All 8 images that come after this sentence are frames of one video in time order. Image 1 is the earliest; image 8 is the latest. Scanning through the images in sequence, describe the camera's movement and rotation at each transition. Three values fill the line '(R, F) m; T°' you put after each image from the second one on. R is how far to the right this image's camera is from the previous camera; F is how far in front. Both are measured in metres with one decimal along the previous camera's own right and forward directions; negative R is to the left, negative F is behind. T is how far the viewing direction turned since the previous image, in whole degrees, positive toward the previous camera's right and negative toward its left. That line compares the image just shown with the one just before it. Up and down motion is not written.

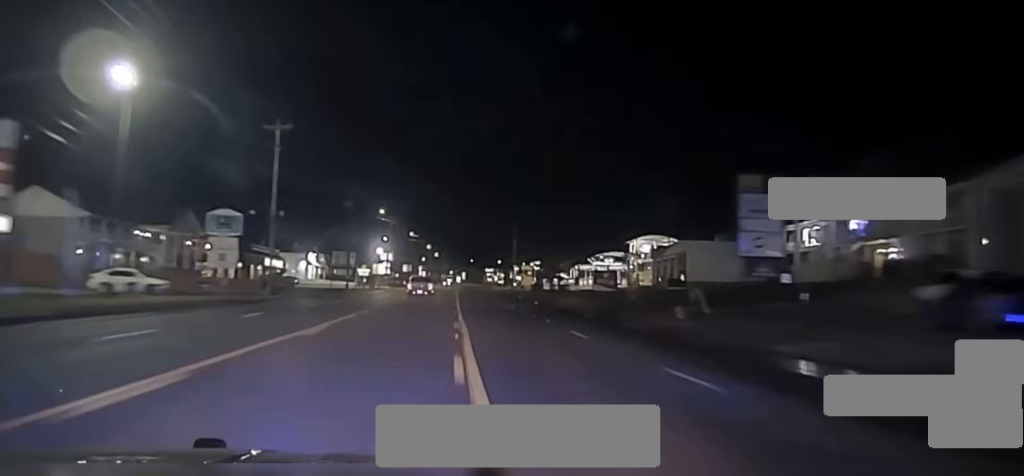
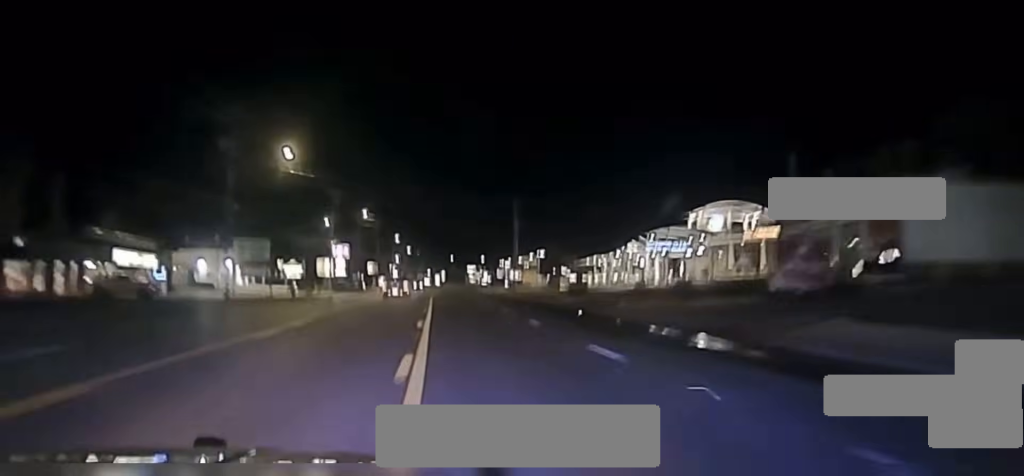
(+0.6, +51.8) m; +1°
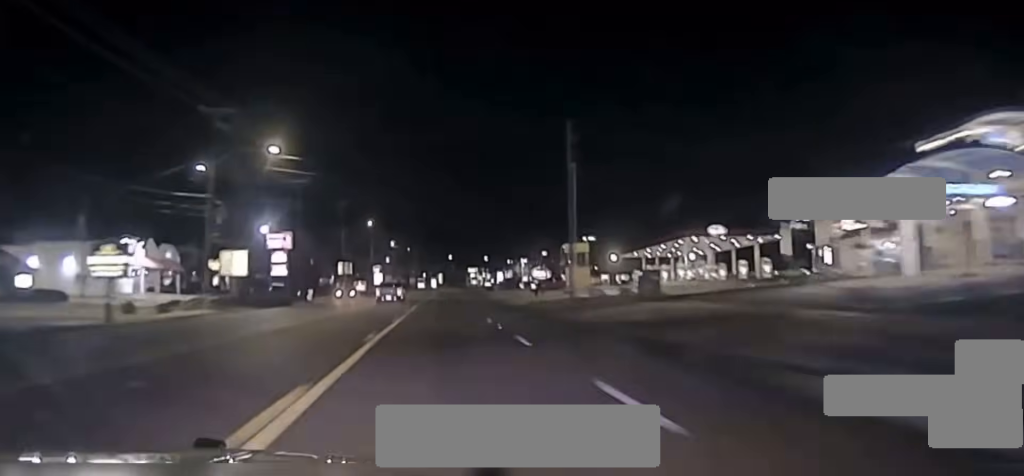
(+0.1, +56.1) m; 0°
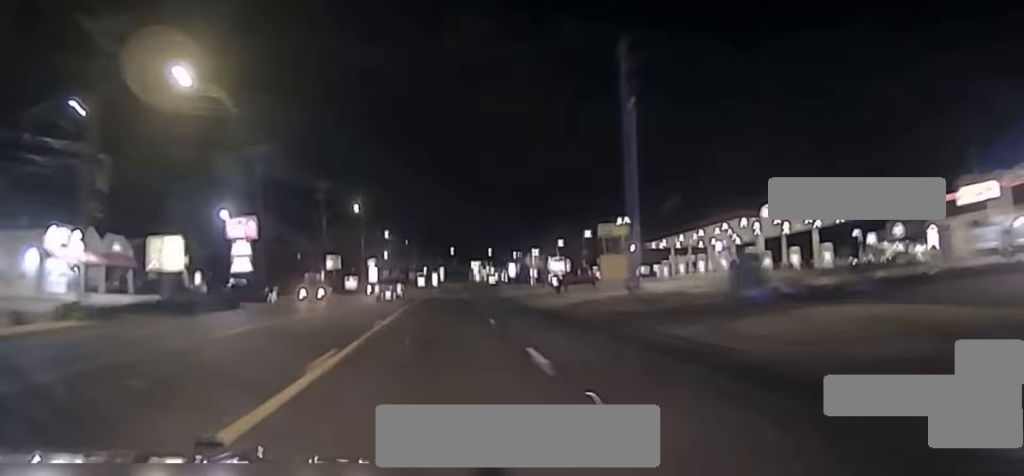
(0.0, +22.0) m; 0°
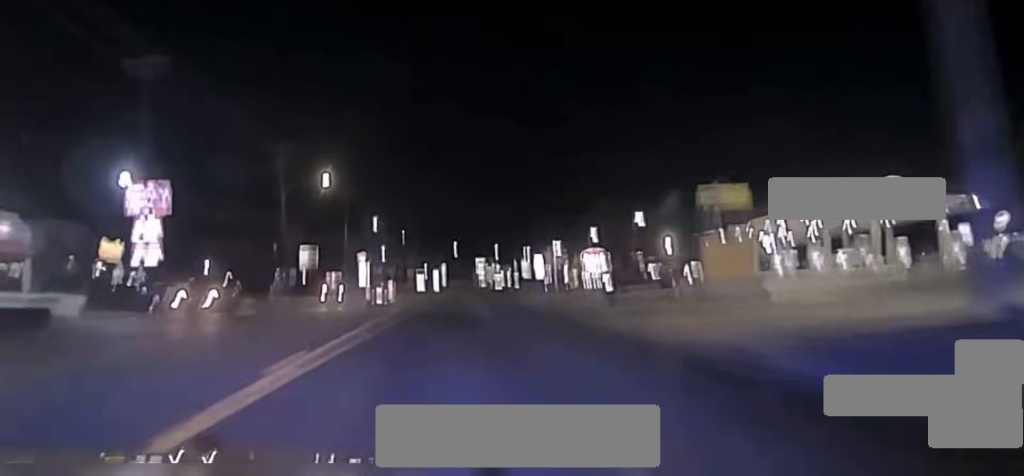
(+0.1, +26.8) m; 0°
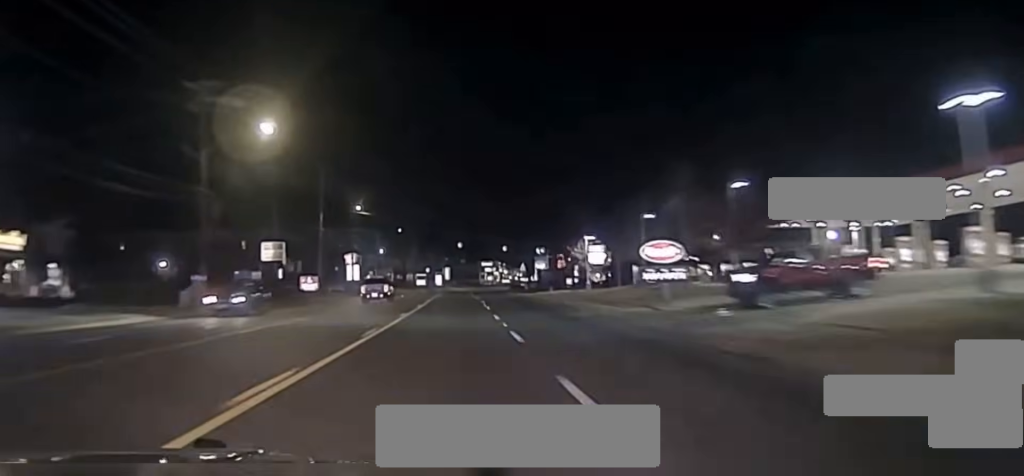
(-0.2, +26.4) m; 0°
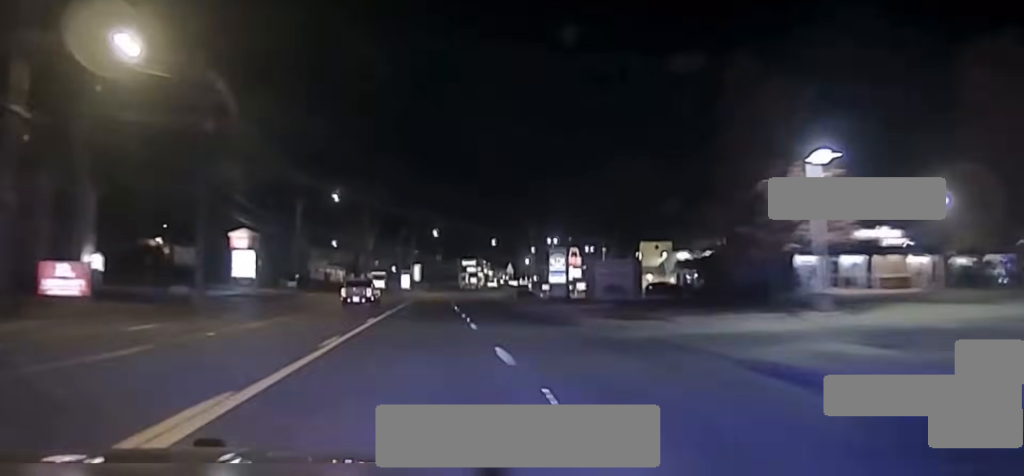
(+0.6, +66.0) m; +2°
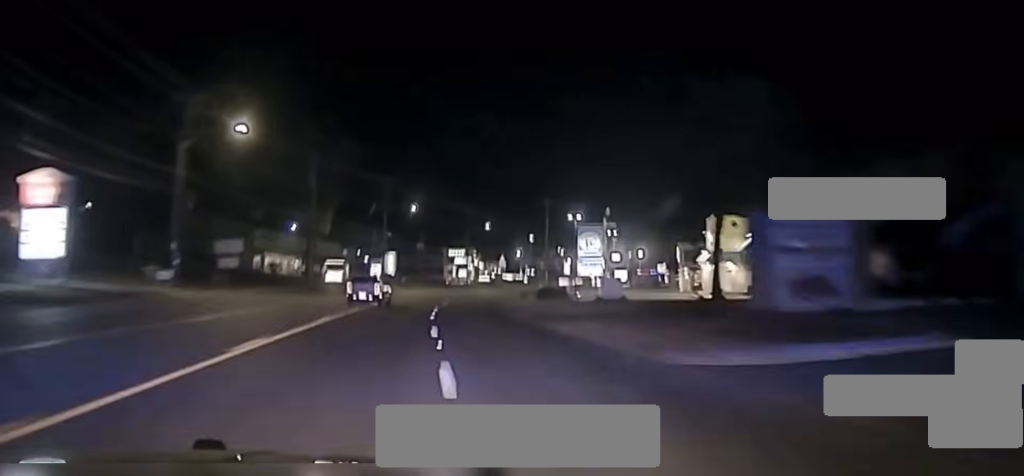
(+0.4, +40.7) m; +2°
